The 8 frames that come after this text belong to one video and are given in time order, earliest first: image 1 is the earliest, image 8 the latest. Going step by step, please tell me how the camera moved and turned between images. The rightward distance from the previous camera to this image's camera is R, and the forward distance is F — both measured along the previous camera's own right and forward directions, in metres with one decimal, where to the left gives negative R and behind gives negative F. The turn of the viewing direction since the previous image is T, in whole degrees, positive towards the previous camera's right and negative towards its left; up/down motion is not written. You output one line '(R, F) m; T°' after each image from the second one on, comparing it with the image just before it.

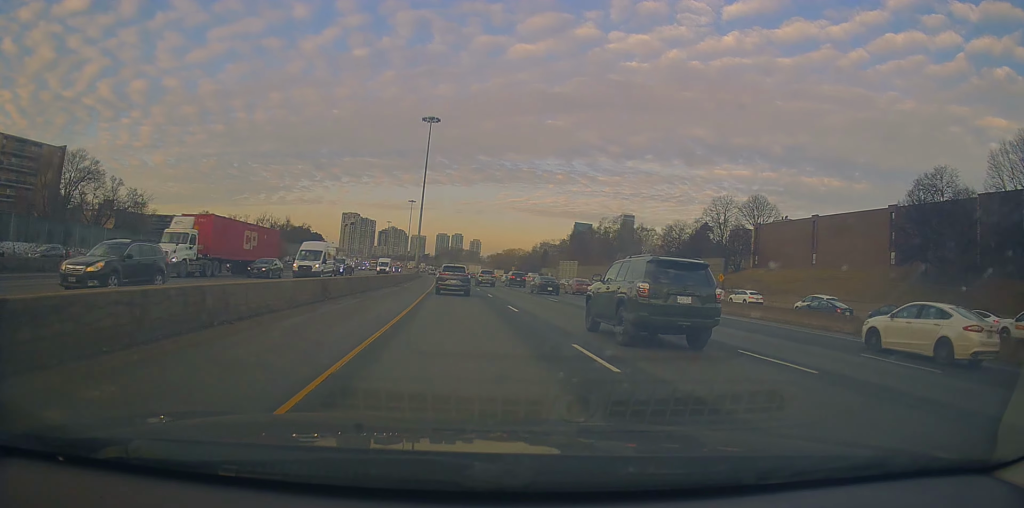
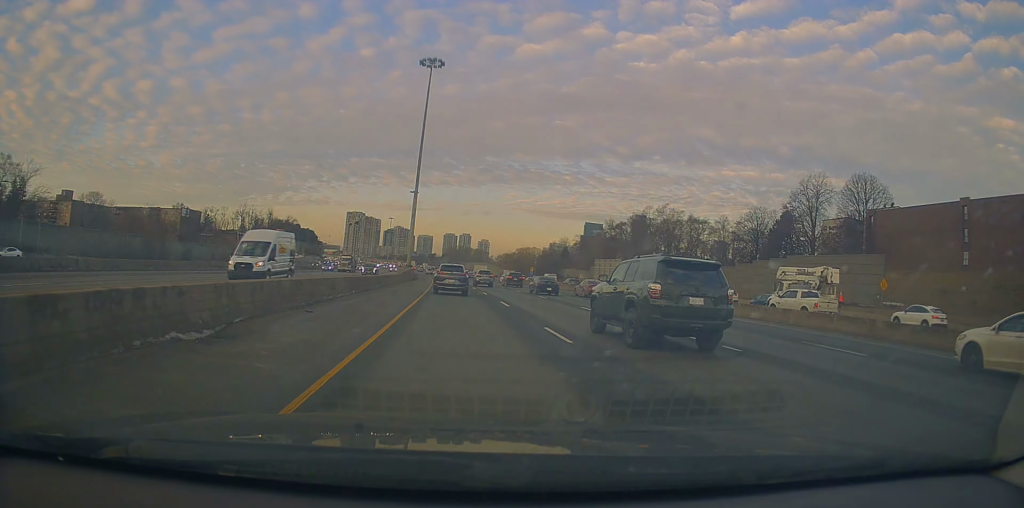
(0.0, +32.9) m; 0°
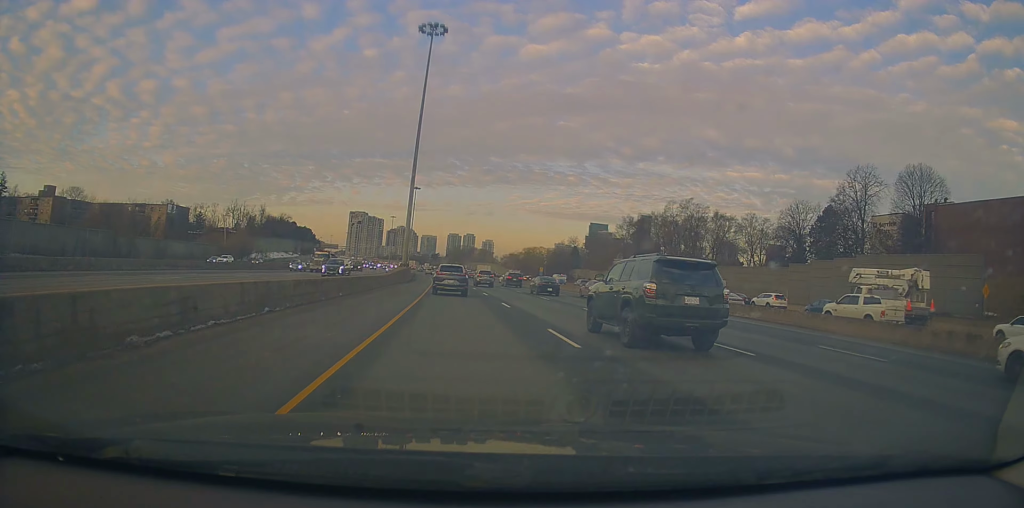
(0.0, +12.6) m; 0°
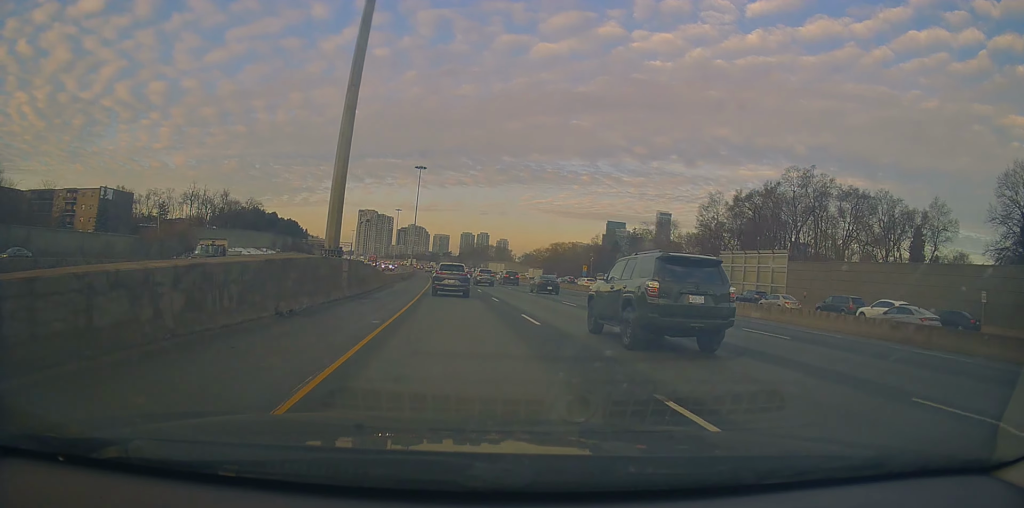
(-0.8, +43.5) m; -2°
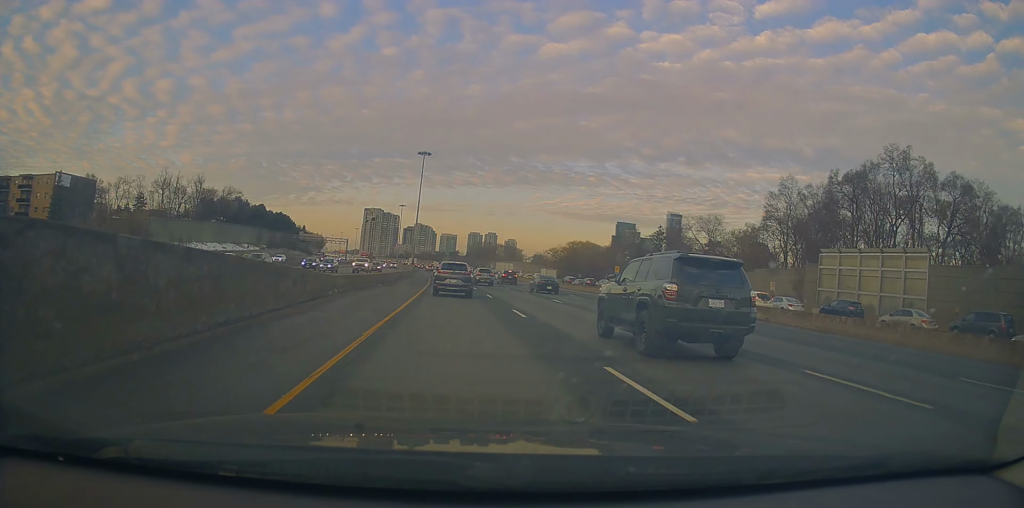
(-0.1, +21.6) m; -2°
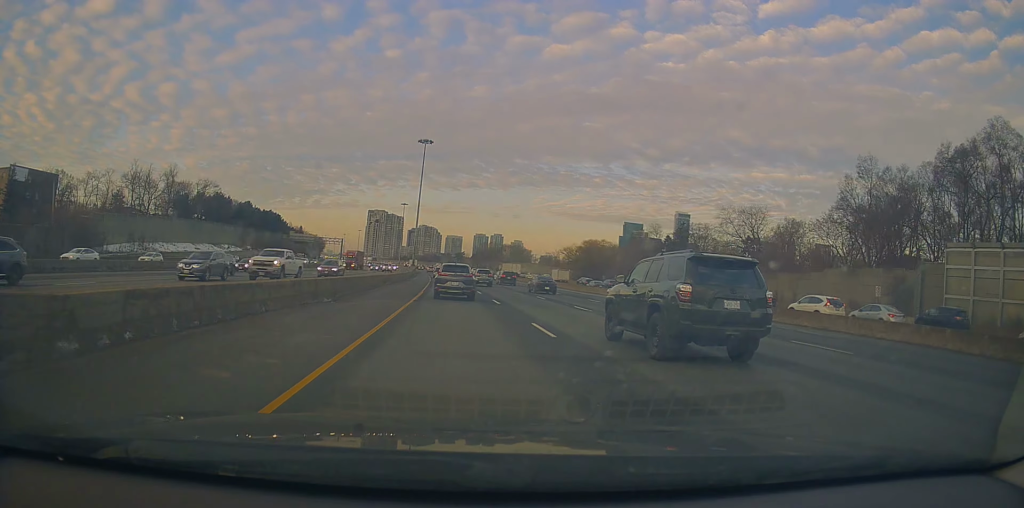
(-0.8, +17.5) m; -1°
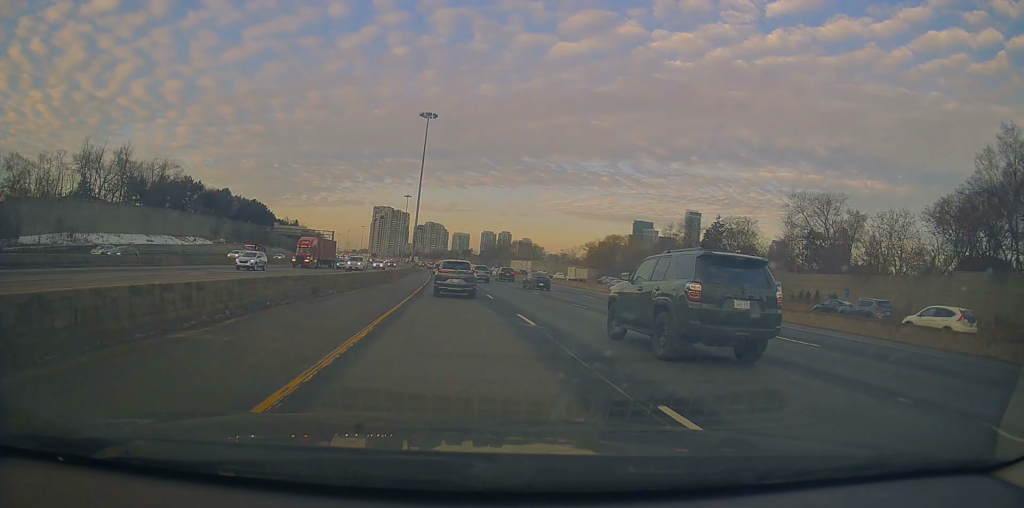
(+0.6, +22.6) m; +1°
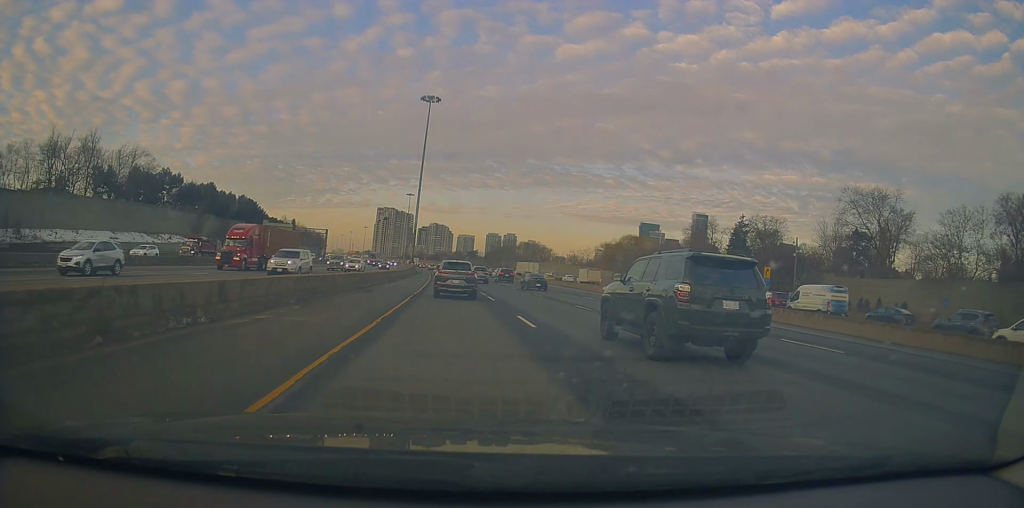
(0.0, +12.9) m; 0°
